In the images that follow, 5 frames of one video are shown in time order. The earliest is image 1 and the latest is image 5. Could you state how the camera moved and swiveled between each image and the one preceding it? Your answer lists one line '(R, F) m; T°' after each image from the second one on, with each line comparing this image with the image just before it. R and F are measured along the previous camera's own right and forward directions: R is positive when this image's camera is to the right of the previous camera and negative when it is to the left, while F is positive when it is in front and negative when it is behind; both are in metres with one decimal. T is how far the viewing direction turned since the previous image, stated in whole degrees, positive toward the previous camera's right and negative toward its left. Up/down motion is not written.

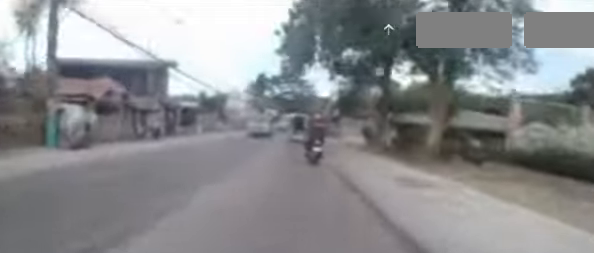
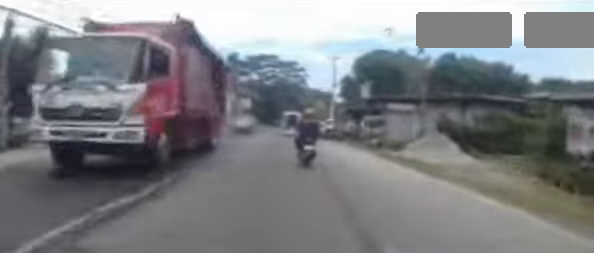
(+0.7, +26.5) m; -1°
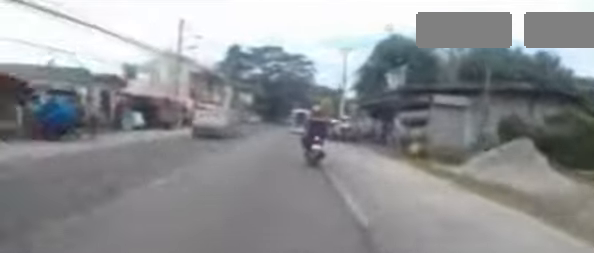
(0.0, +5.0) m; 0°
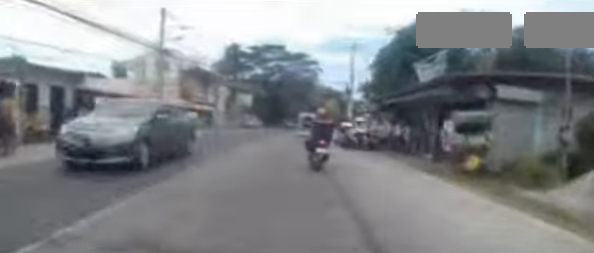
(0.0, +3.9) m; +1°
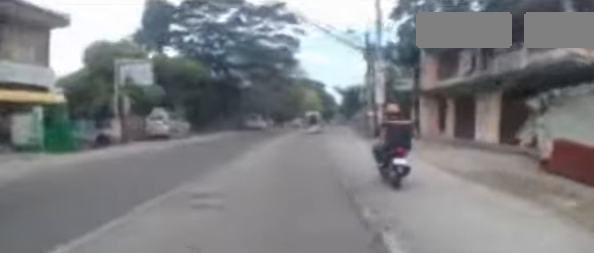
(+1.0, +25.5) m; +8°
